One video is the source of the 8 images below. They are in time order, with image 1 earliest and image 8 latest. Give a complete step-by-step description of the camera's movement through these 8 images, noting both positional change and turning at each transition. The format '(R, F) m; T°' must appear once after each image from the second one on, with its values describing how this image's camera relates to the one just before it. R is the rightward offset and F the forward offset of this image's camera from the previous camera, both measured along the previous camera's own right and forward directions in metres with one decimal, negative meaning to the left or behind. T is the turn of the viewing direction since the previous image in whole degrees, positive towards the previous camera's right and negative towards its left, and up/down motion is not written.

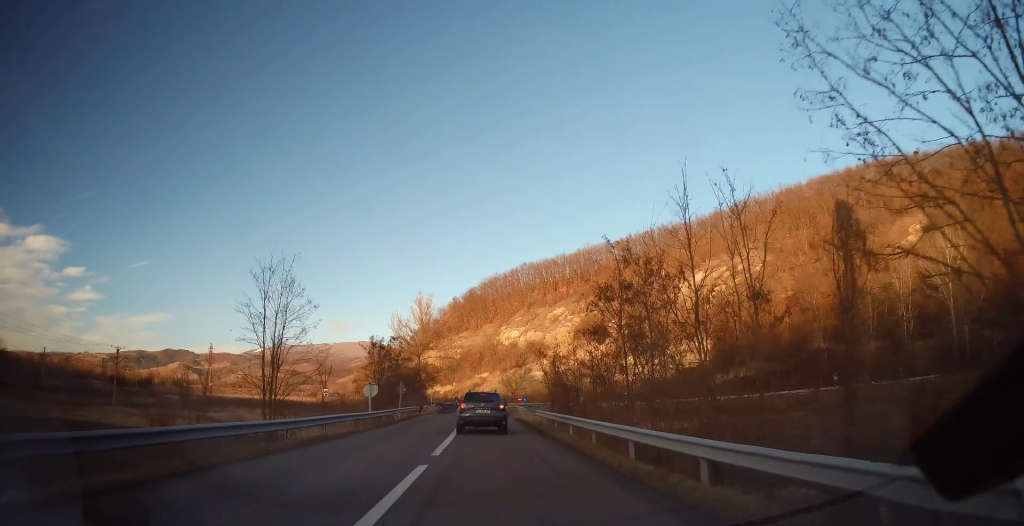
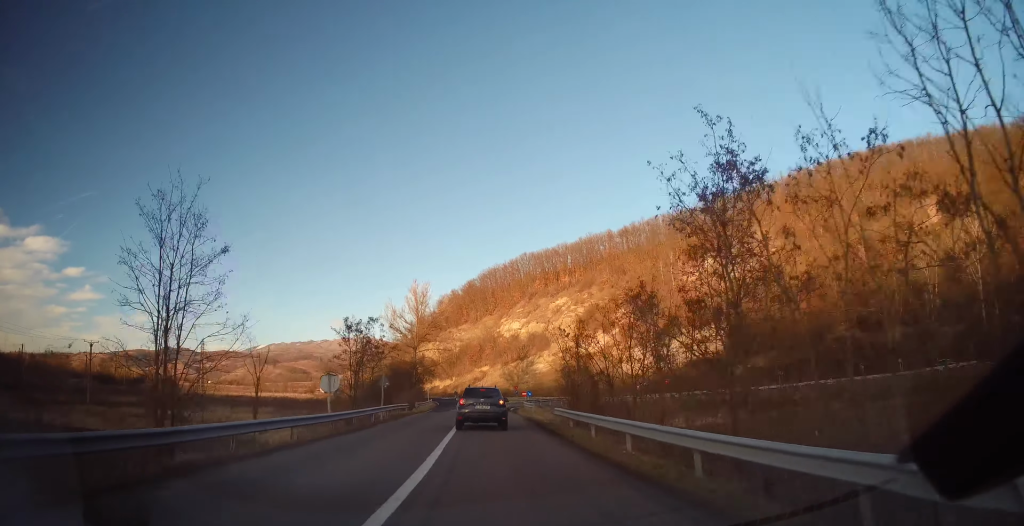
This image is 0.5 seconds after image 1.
(-0.1, +7.3) m; 0°
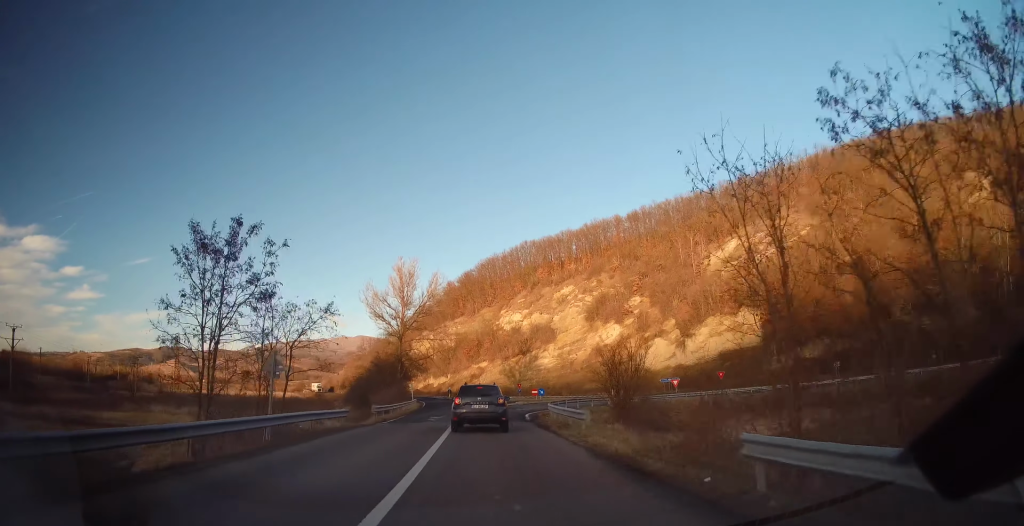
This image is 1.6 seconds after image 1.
(+0.2, +16.7) m; 0°
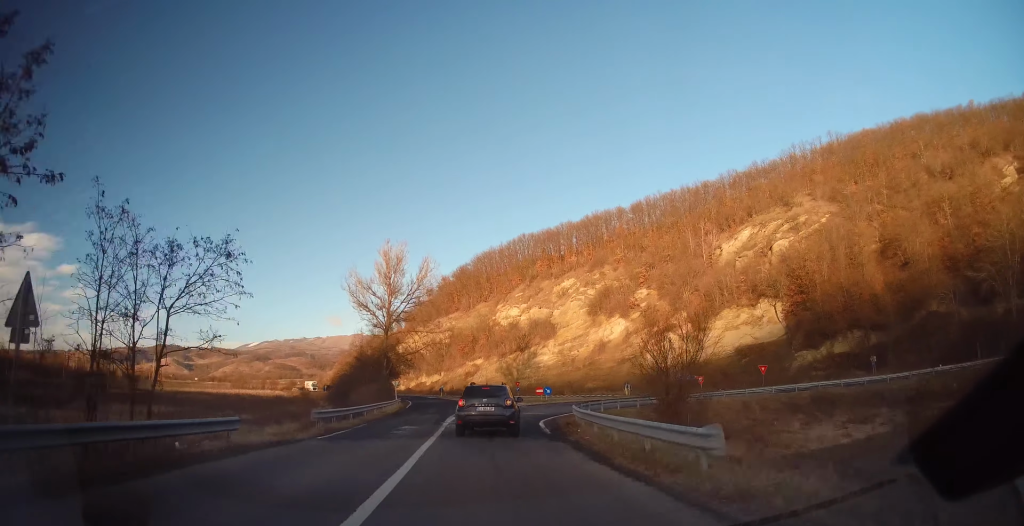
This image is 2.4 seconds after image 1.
(-0.2, +9.1) m; -1°
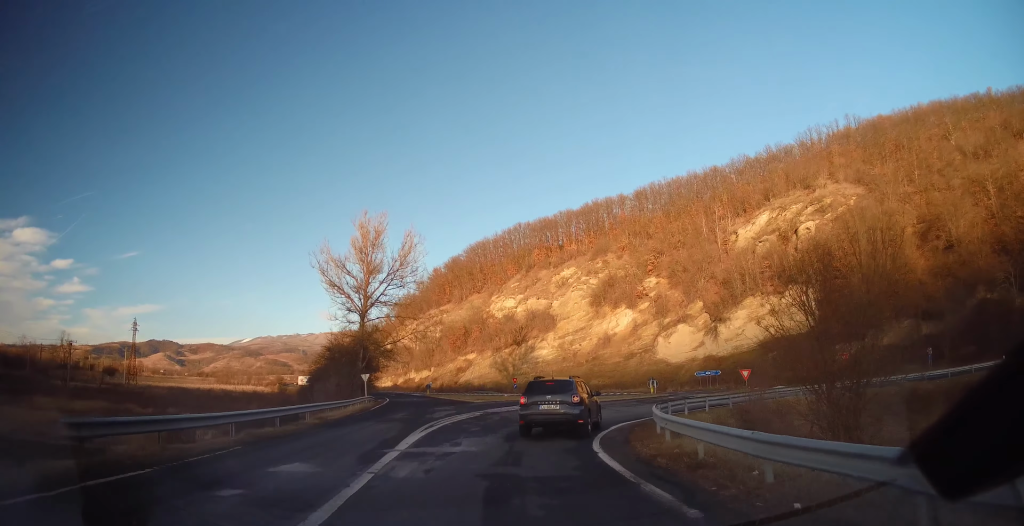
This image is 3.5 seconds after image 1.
(-0.1, +12.5) m; +3°
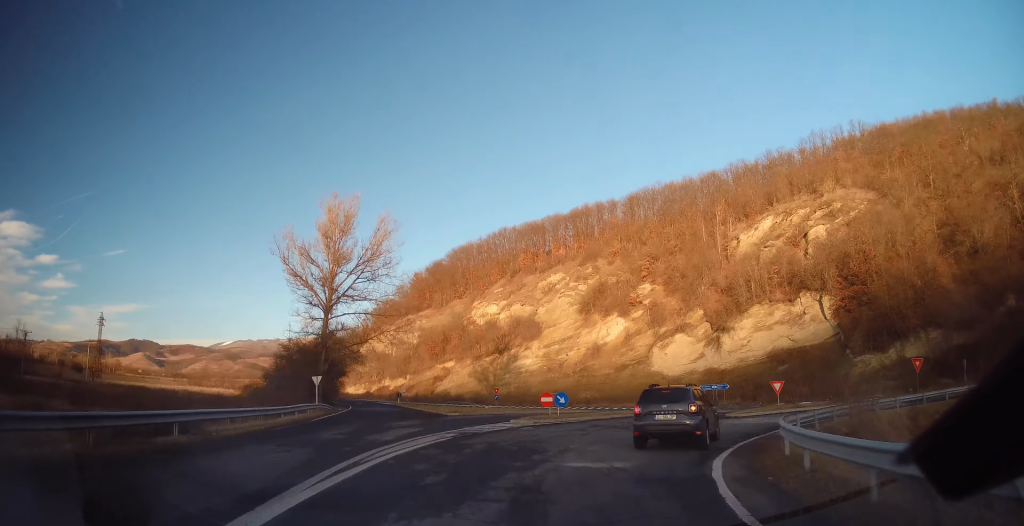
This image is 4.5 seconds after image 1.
(+0.6, +9.2) m; +10°
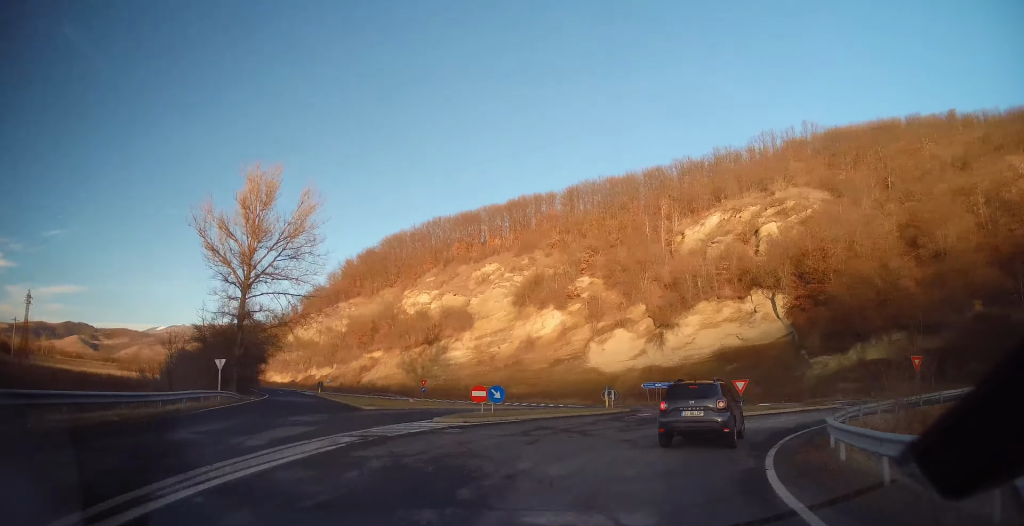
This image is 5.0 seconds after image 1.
(+0.4, +4.8) m; +9°
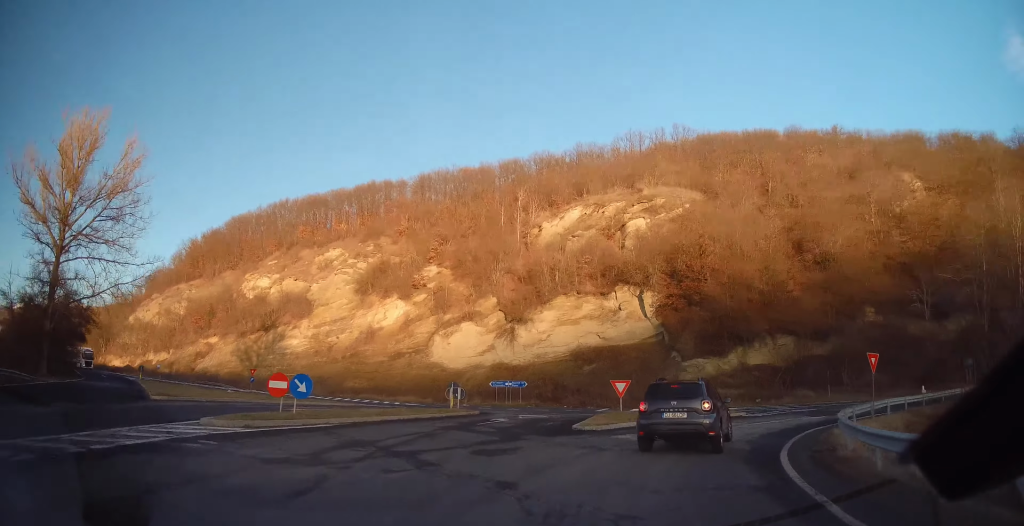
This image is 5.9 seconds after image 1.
(+0.8, +6.7) m; +16°
